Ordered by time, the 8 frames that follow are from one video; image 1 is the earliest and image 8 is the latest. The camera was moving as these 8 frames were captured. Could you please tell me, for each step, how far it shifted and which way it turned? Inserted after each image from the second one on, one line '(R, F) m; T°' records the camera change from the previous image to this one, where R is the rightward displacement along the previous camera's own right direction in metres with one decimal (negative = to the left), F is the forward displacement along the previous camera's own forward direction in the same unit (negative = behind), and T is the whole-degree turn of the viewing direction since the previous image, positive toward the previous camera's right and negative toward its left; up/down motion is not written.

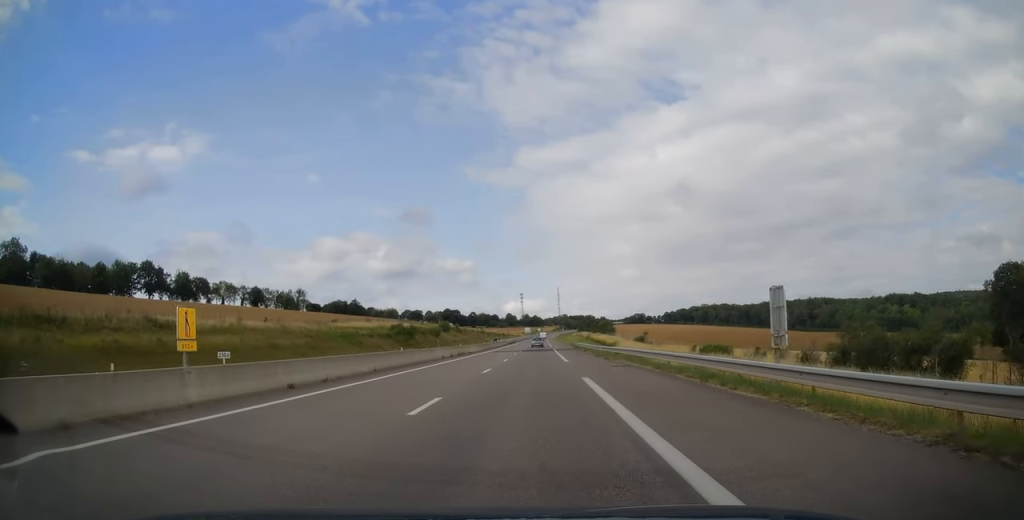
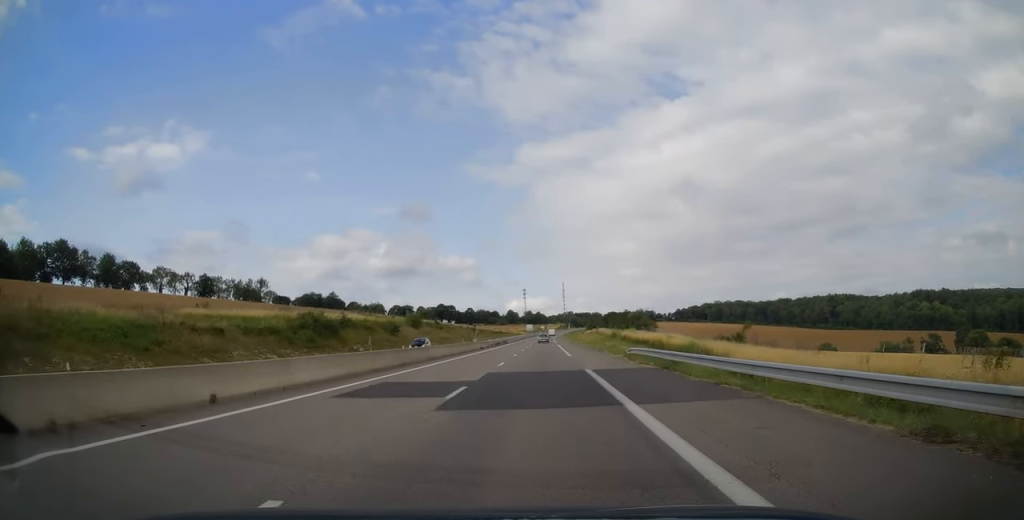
(-0.1, +49.2) m; 0°
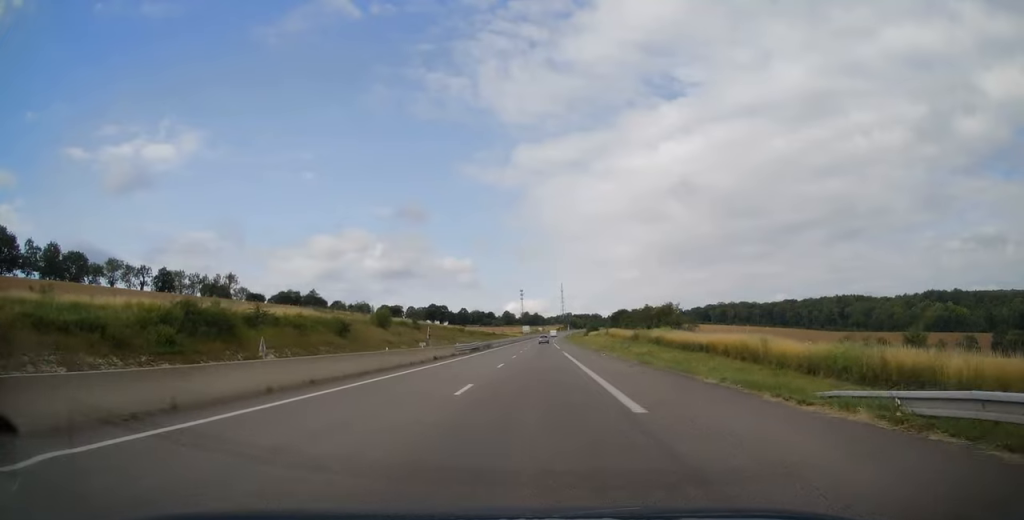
(+0.3, +27.0) m; +1°
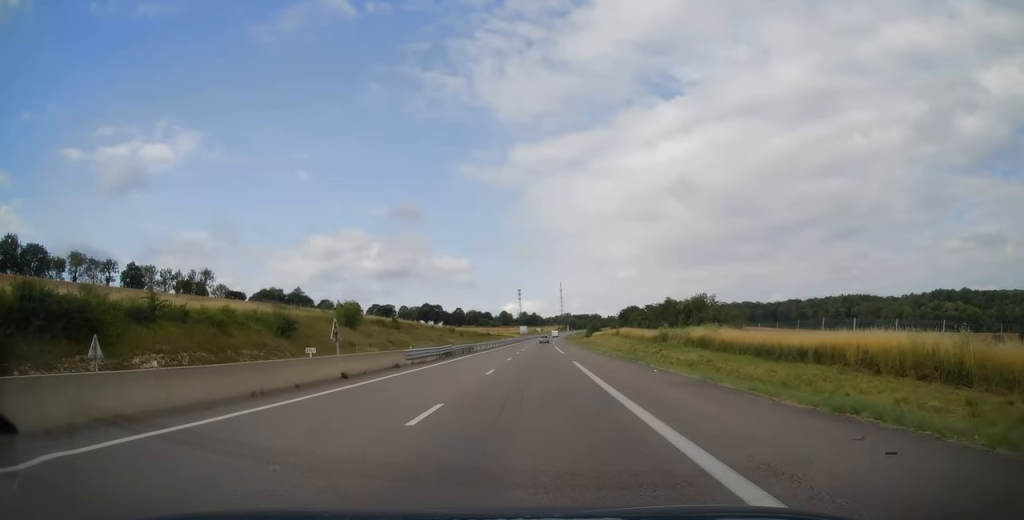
(0.0, +18.2) m; 0°
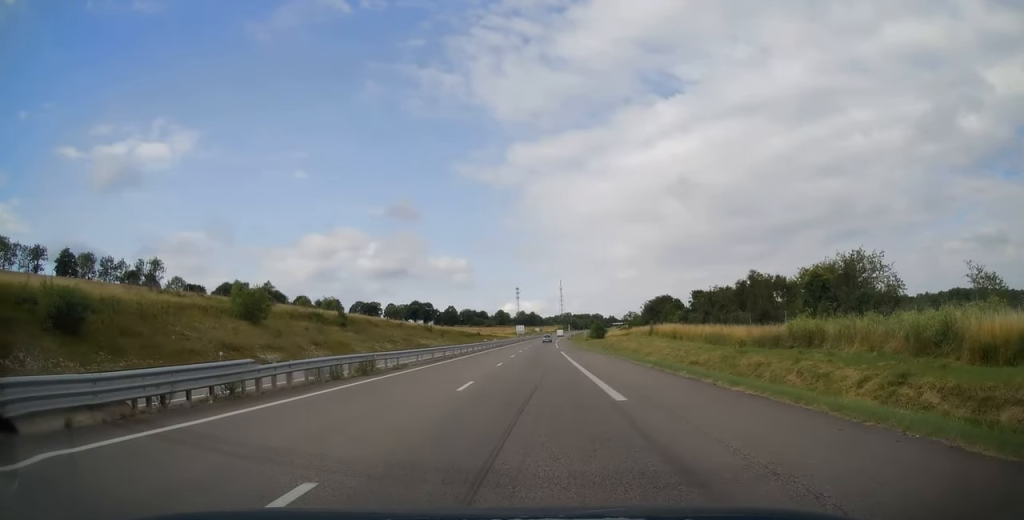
(0.0, +33.3) m; 0°
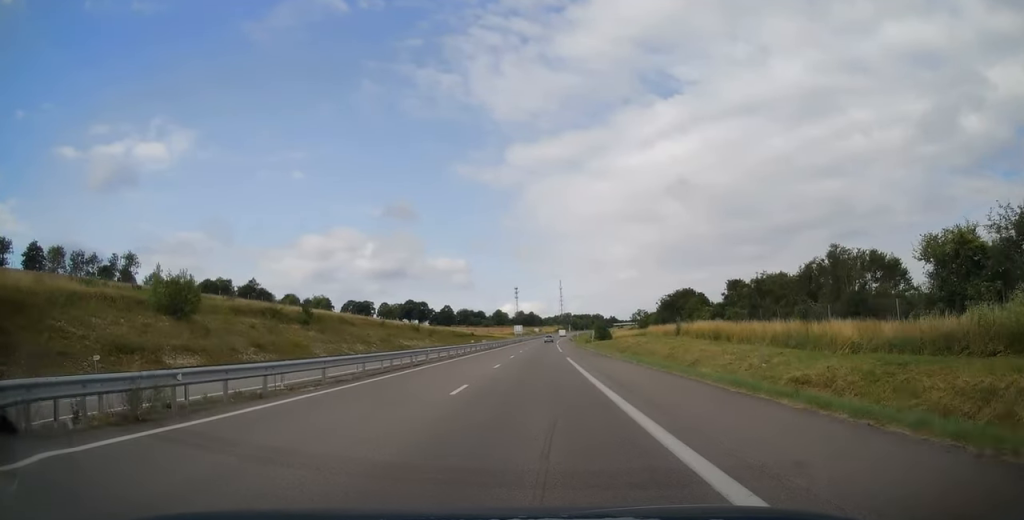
(0.0, +14.2) m; 0°
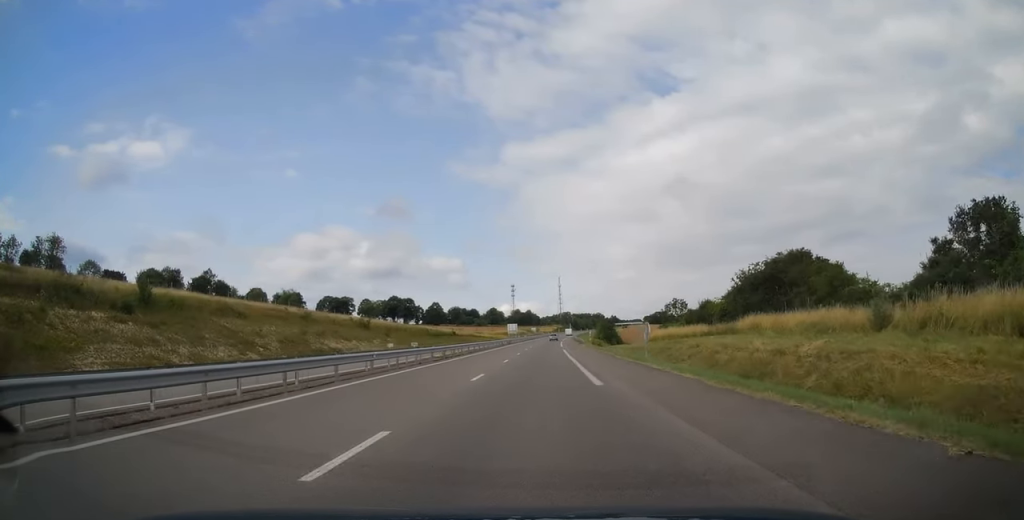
(0.0, +35.2) m; 0°
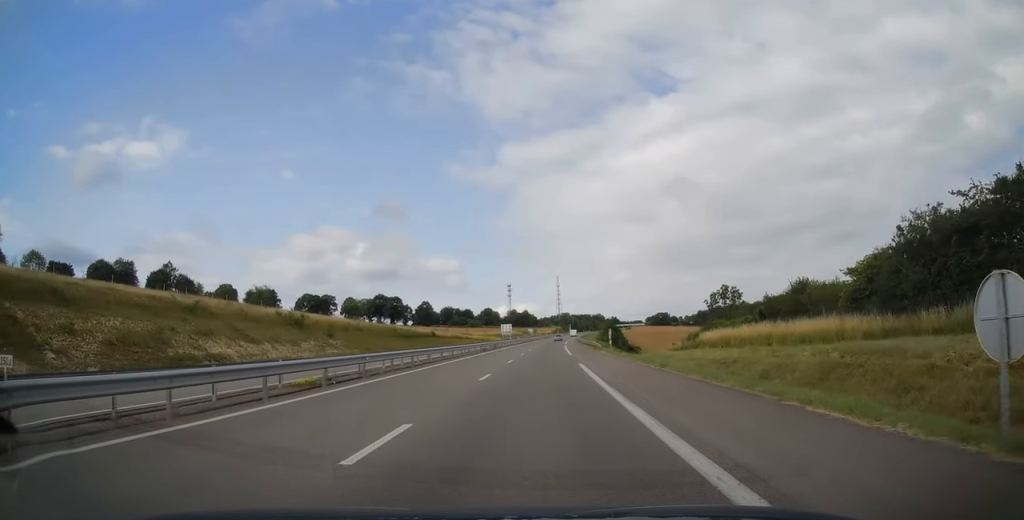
(+0.1, +25.4) m; 0°
